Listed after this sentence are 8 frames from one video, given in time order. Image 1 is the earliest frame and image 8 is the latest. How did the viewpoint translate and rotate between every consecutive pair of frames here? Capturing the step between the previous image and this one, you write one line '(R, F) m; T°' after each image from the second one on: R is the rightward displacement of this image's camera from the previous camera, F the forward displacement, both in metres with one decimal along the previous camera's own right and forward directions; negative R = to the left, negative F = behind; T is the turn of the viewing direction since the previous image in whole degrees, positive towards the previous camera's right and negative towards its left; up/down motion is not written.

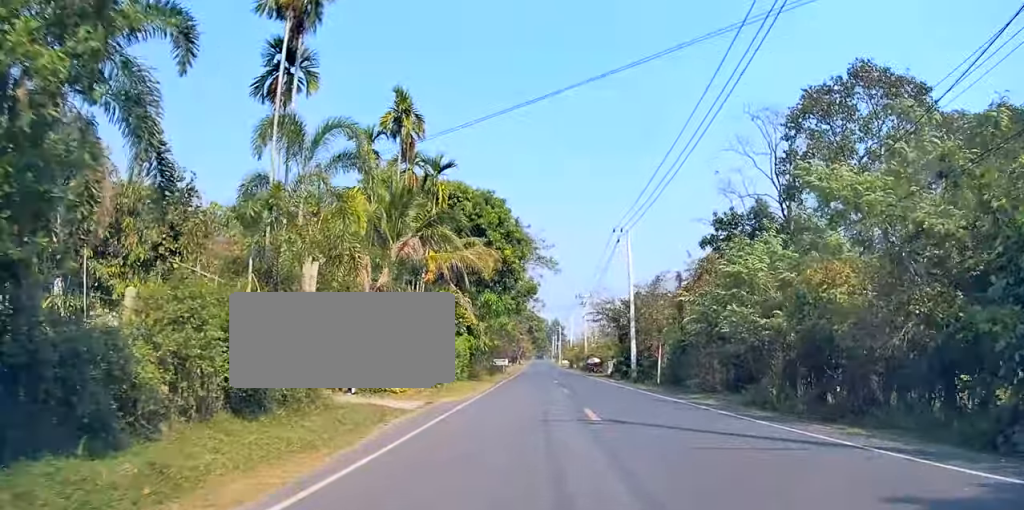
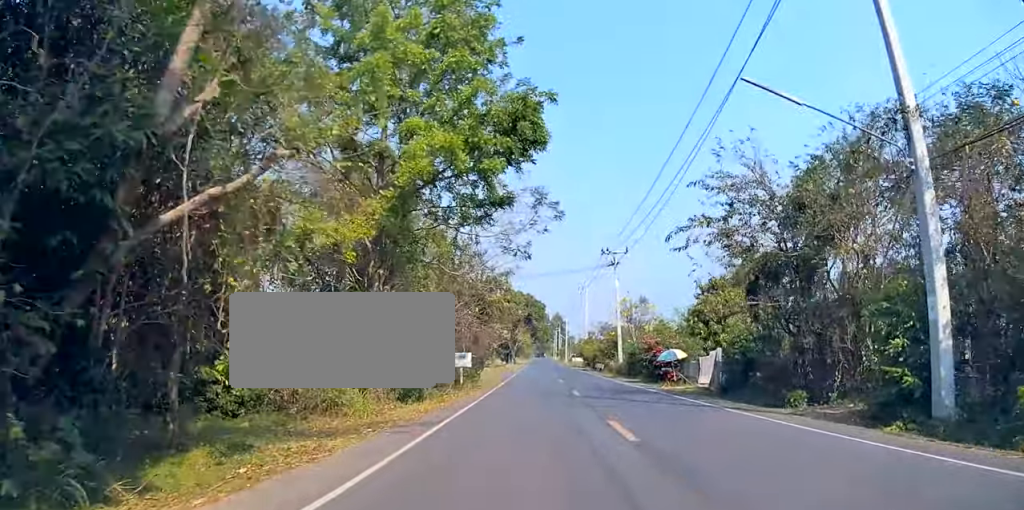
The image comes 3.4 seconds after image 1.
(-1.3, +41.3) m; -1°
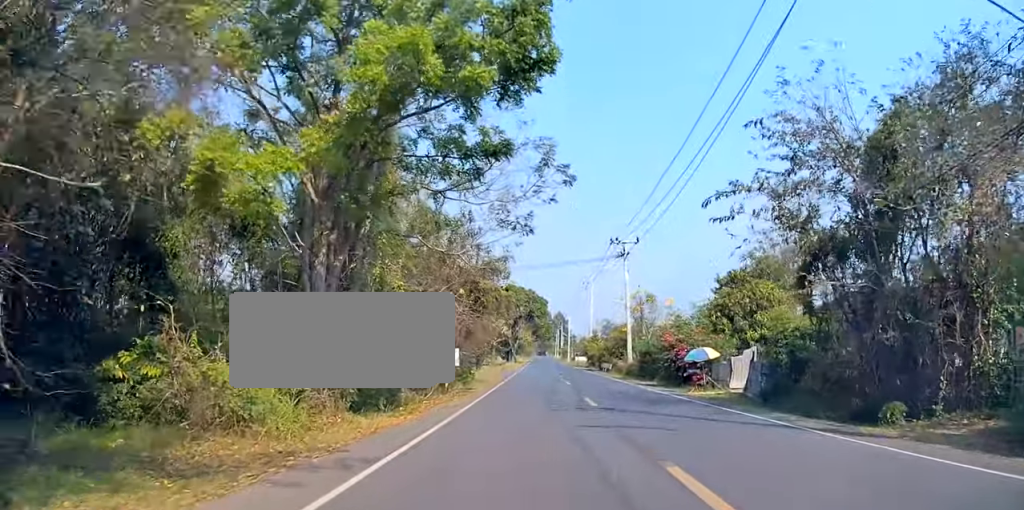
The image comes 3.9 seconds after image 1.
(-0.1, +5.4) m; +2°
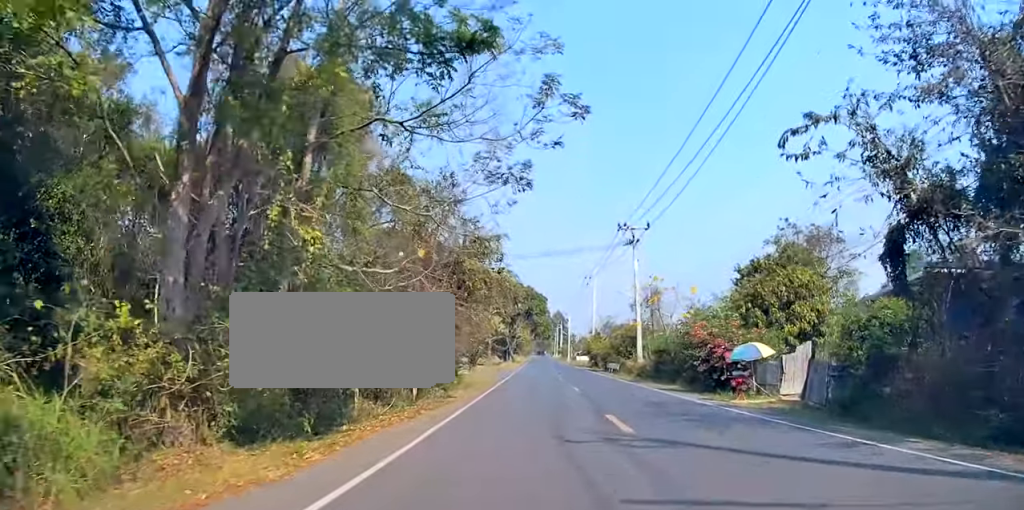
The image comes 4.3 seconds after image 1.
(+0.4, +5.8) m; 0°
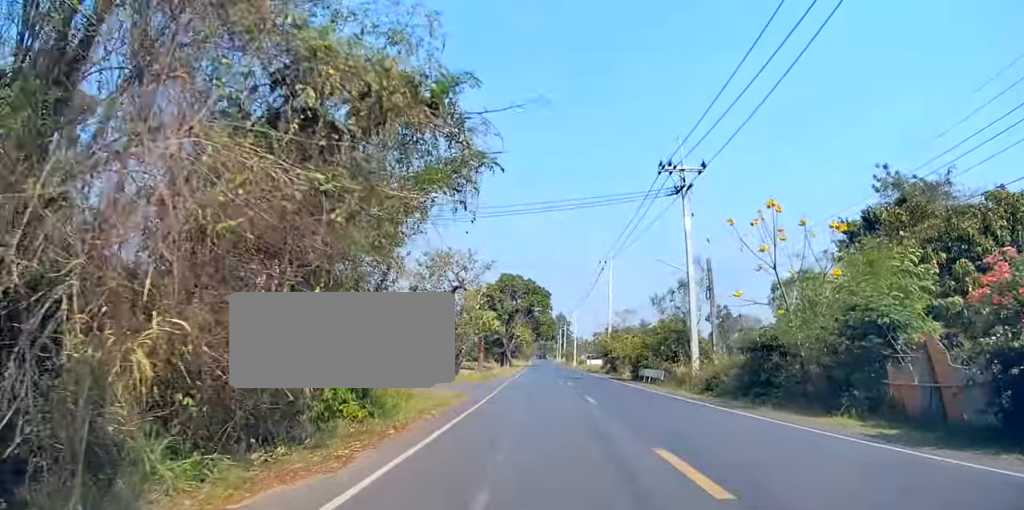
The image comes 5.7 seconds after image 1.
(-0.4, +17.3) m; -3°
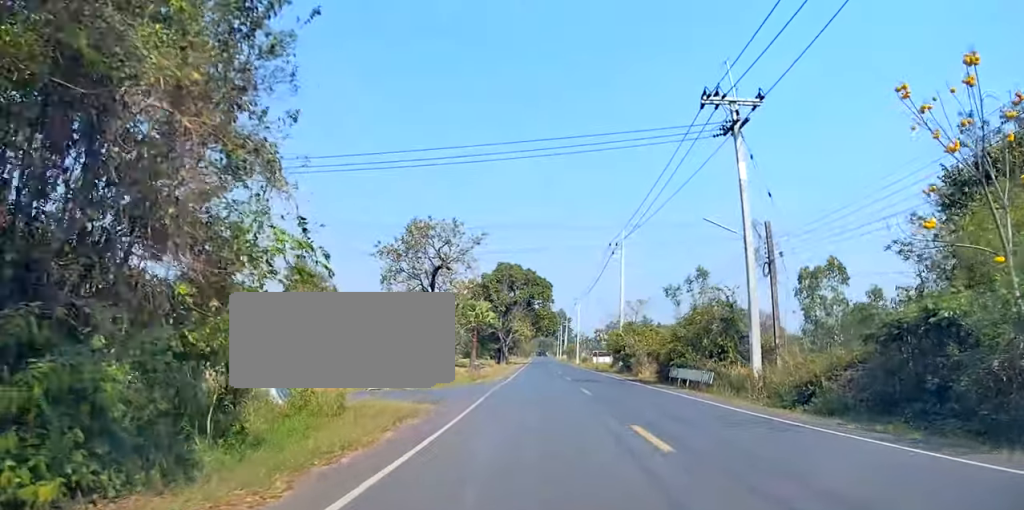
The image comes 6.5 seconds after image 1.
(0.0, +9.8) m; 0°
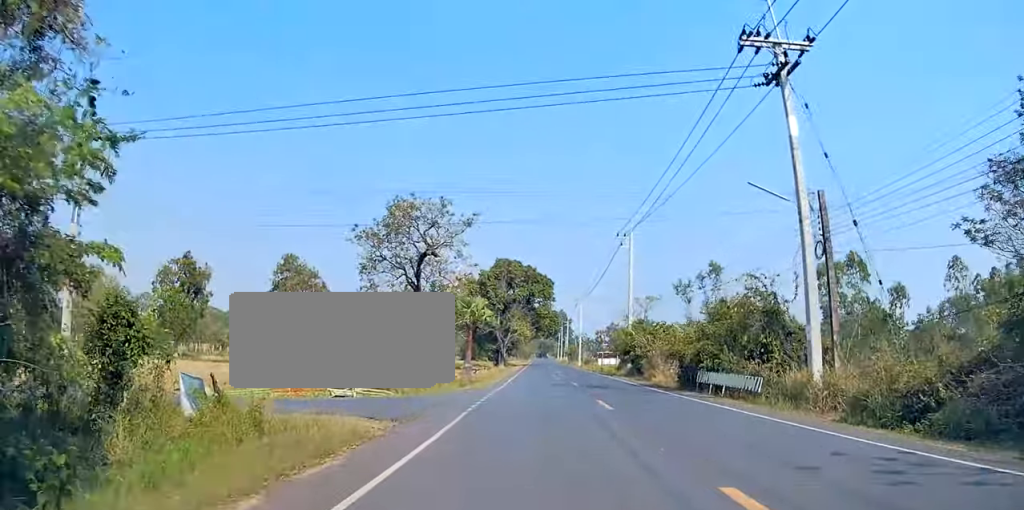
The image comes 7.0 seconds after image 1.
(0.0, +5.7) m; 0°
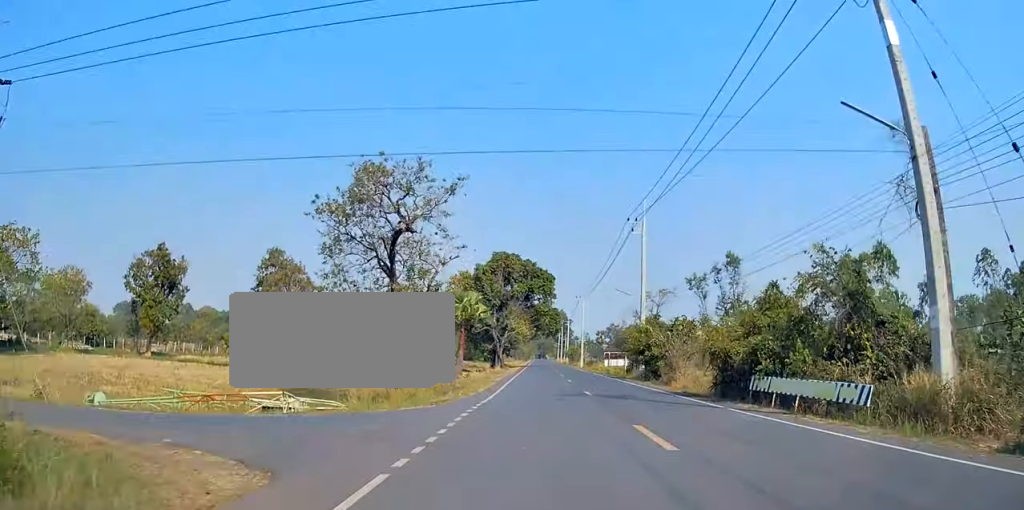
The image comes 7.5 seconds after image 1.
(+0.1, +6.4) m; 0°
